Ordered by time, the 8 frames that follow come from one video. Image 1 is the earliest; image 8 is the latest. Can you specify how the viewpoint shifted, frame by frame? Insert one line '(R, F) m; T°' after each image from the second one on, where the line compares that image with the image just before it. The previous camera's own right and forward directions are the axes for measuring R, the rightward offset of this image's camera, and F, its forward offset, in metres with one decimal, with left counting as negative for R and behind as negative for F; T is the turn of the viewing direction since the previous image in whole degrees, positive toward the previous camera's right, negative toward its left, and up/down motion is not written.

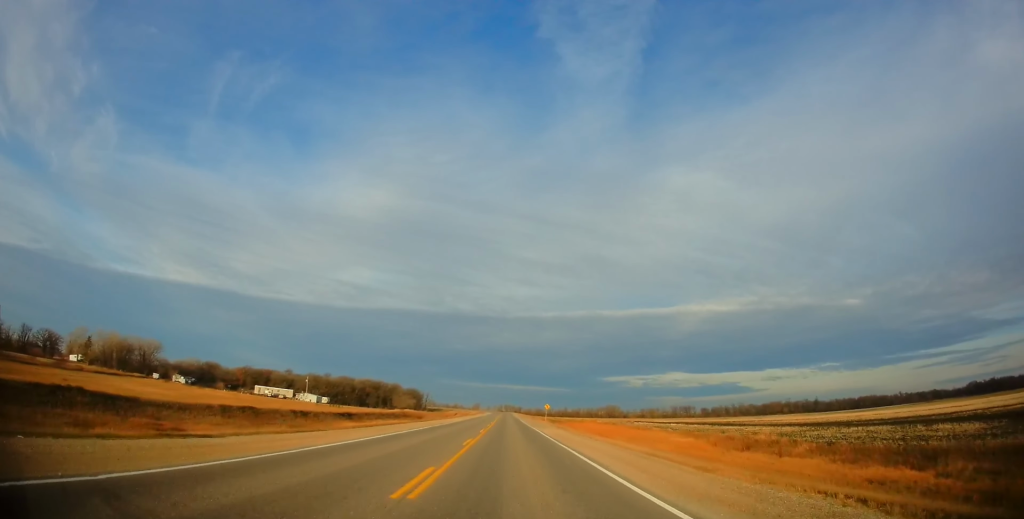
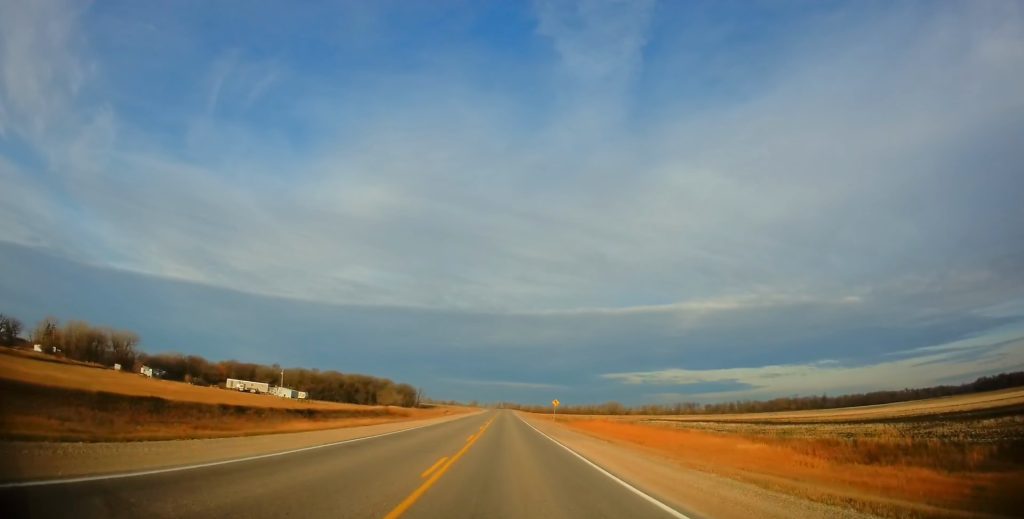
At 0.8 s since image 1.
(+0.2, +21.5) m; 0°
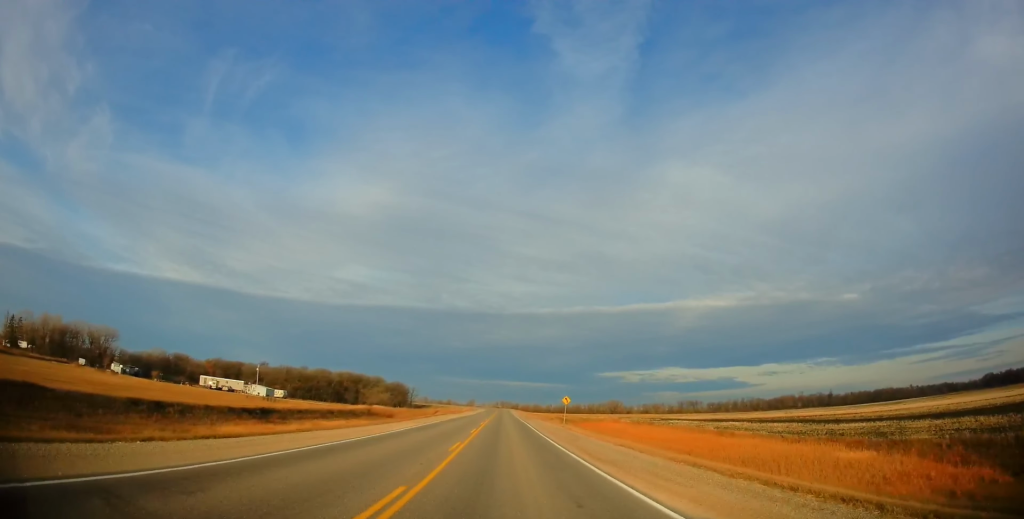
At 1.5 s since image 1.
(+0.1, +17.2) m; 0°
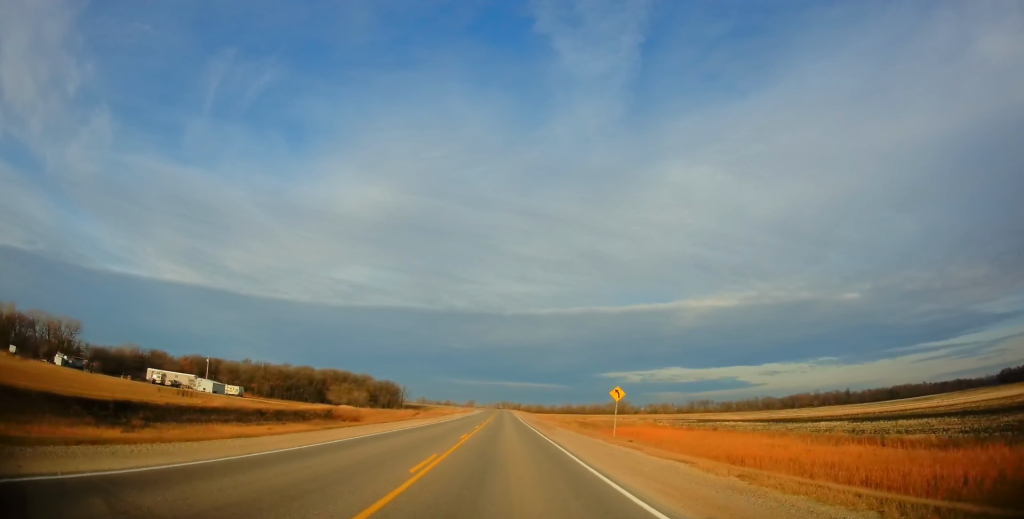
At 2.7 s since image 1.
(0.0, +30.3) m; 0°
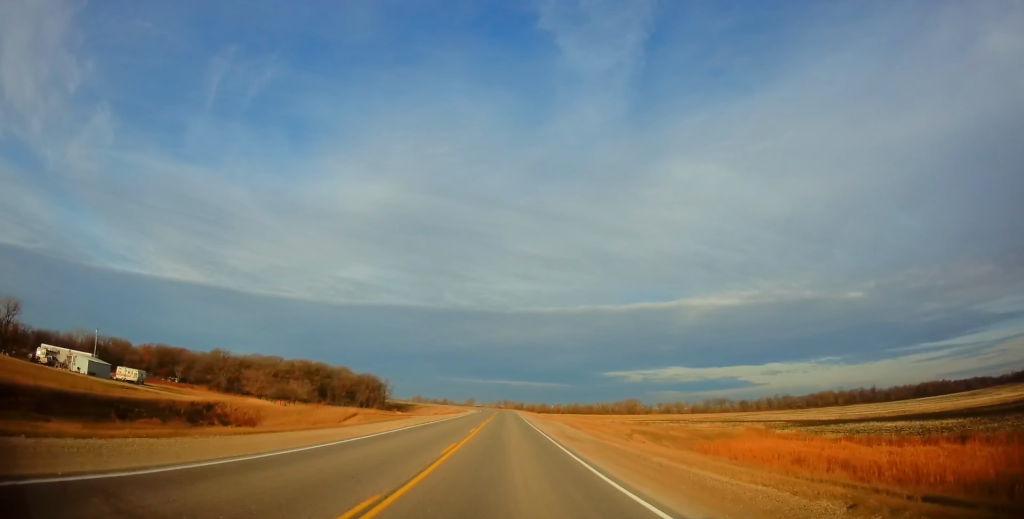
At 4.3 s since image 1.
(-0.4, +43.5) m; -1°
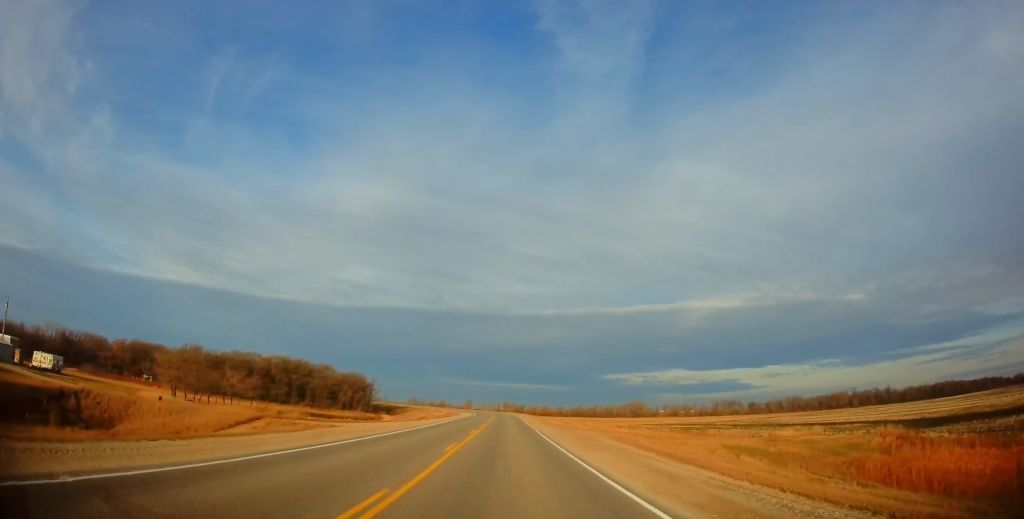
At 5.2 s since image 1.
(+0.4, +23.6) m; 0°
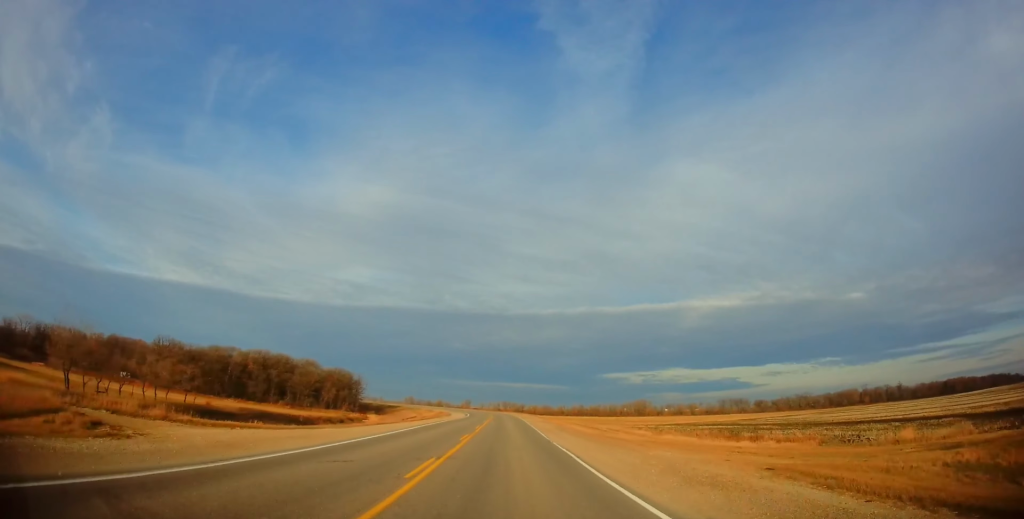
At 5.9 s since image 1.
(-0.2, +18.3) m; 0°
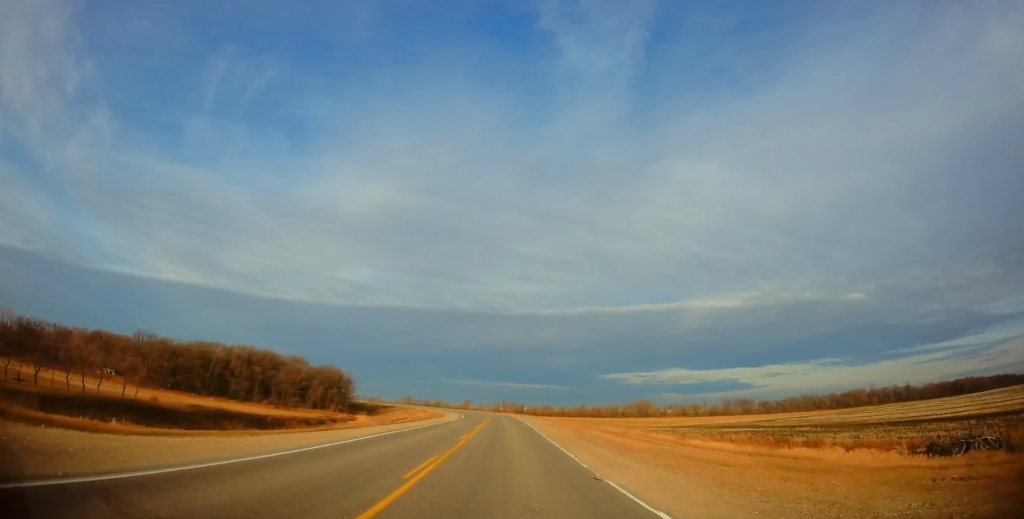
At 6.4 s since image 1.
(-0.1, +12.3) m; 0°
